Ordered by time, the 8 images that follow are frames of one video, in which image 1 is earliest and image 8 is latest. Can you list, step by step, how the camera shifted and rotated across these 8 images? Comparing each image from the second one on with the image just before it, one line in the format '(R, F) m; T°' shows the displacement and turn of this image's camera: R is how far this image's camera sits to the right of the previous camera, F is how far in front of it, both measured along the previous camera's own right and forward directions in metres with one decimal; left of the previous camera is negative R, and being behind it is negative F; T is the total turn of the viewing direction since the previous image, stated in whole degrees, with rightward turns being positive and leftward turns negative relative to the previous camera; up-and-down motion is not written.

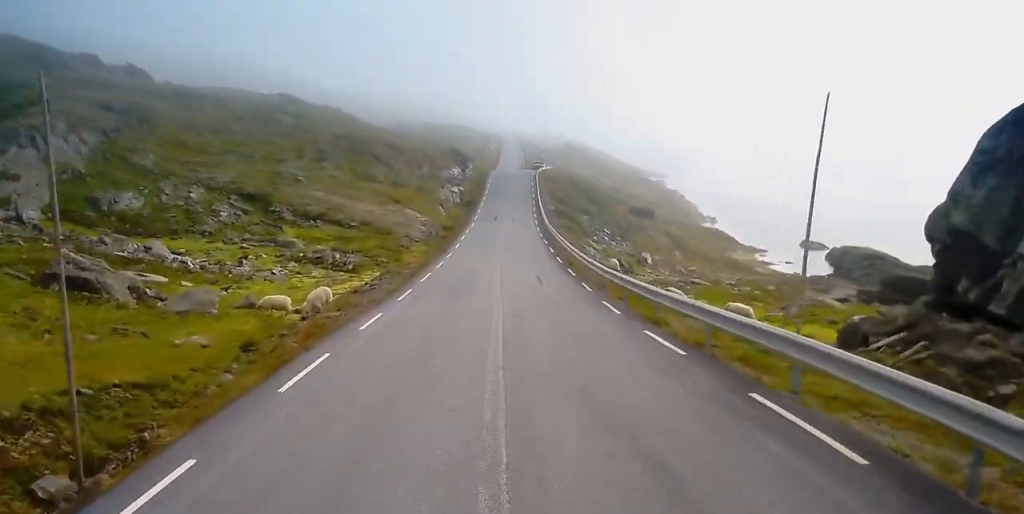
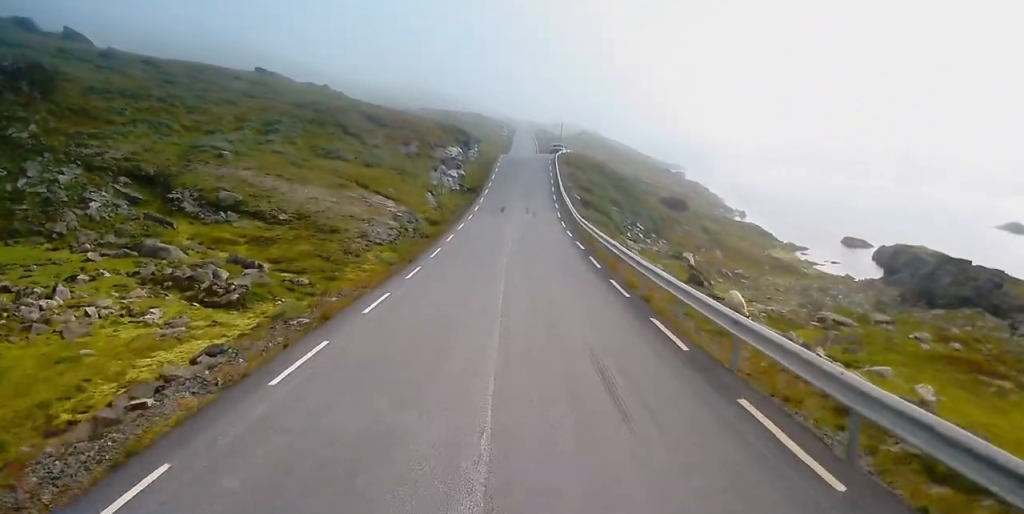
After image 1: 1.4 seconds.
(0.0, +18.9) m; 0°
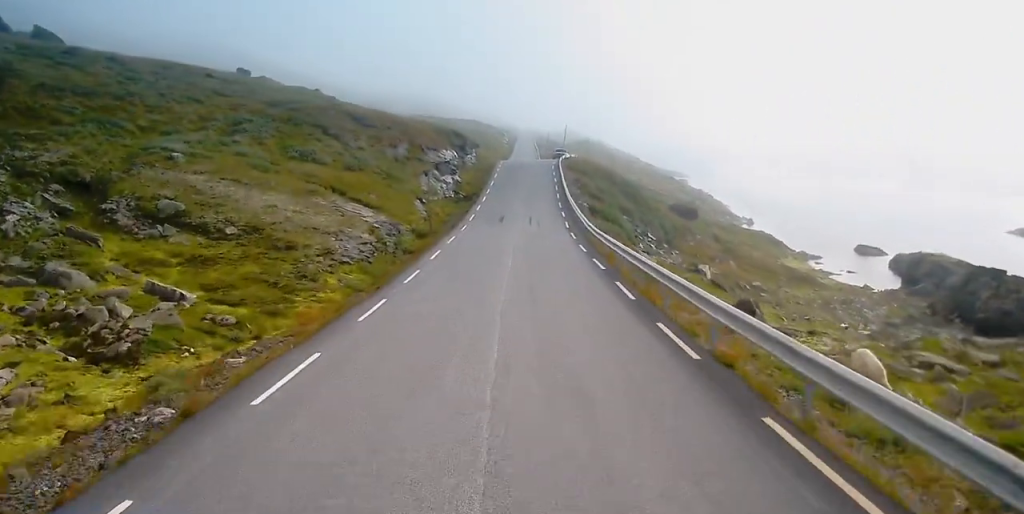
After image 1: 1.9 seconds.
(0.0, +7.1) m; +1°
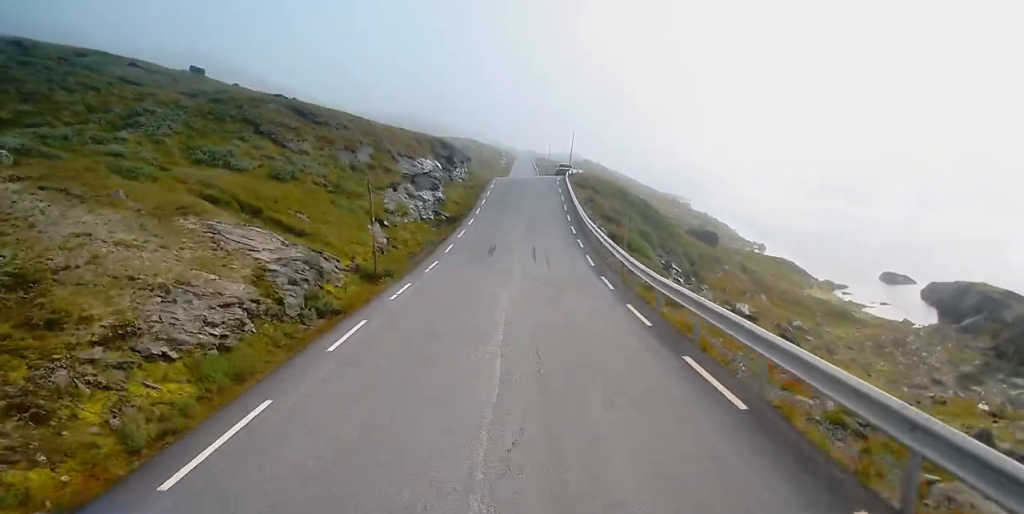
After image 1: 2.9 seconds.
(+0.4, +14.7) m; +1°
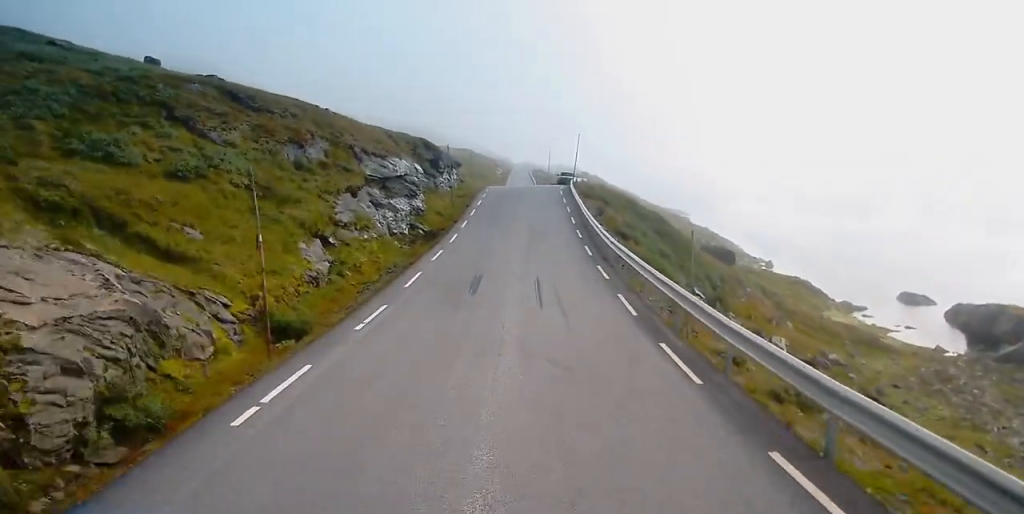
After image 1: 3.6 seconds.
(0.0, +10.2) m; -1°
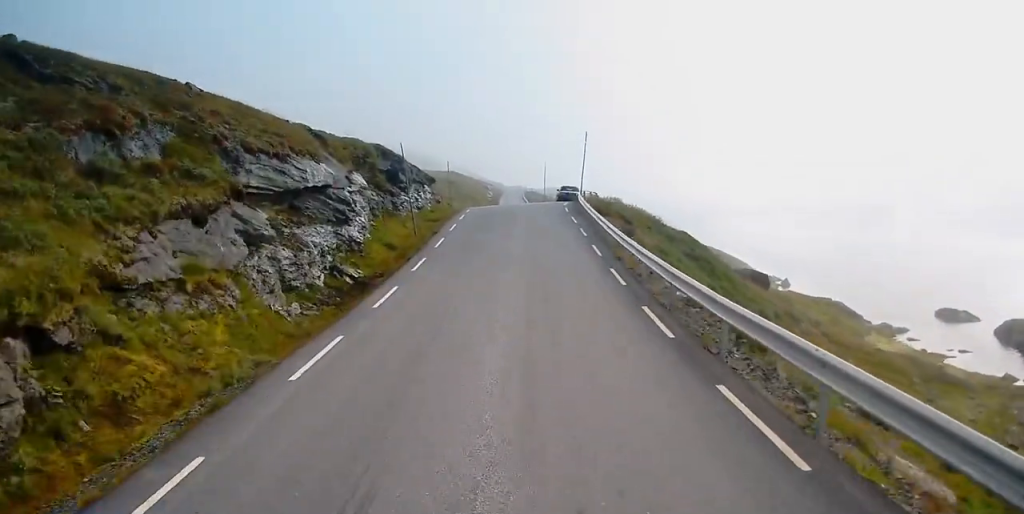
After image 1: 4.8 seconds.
(-0.4, +15.6) m; 0°
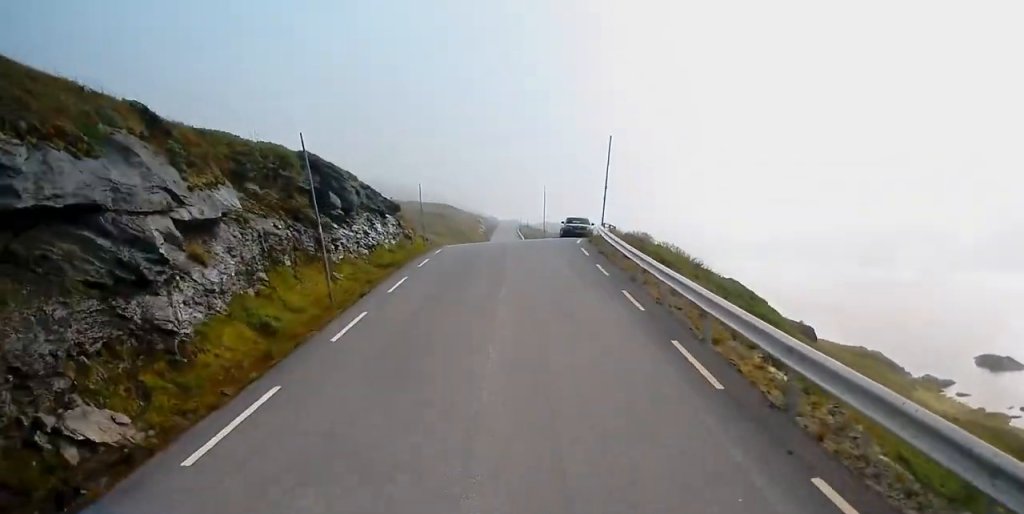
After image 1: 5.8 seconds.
(+0.3, +14.6) m; +1°
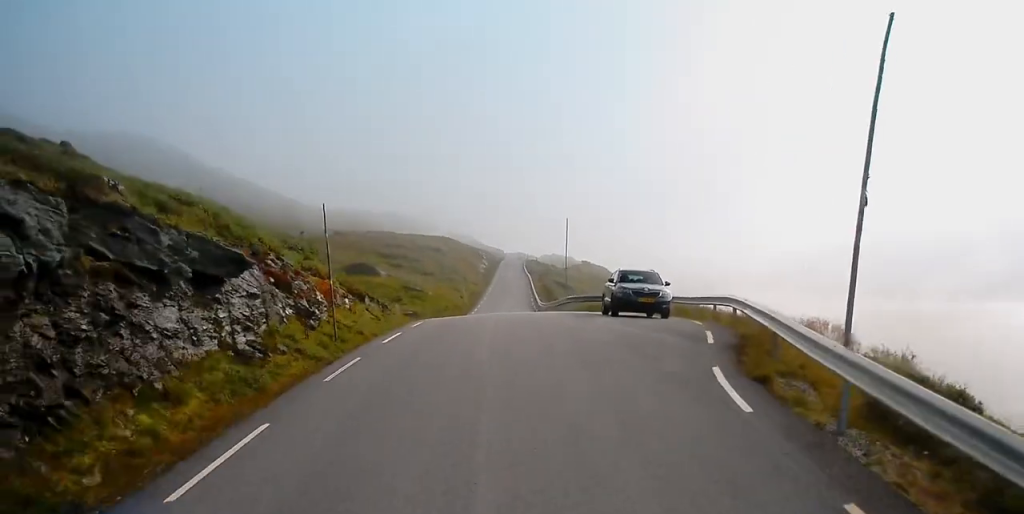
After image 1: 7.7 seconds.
(-0.5, +23.6) m; -3°
